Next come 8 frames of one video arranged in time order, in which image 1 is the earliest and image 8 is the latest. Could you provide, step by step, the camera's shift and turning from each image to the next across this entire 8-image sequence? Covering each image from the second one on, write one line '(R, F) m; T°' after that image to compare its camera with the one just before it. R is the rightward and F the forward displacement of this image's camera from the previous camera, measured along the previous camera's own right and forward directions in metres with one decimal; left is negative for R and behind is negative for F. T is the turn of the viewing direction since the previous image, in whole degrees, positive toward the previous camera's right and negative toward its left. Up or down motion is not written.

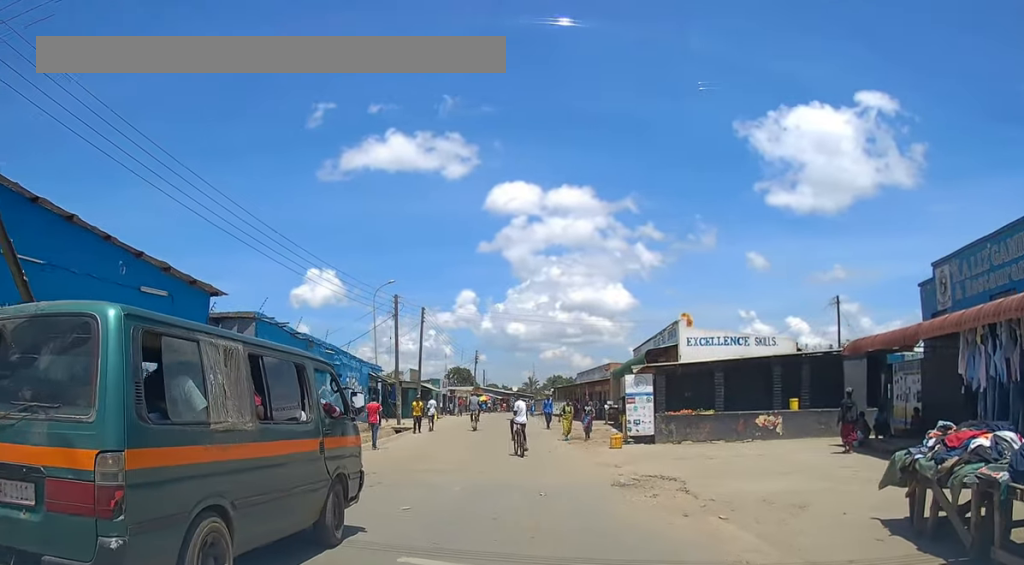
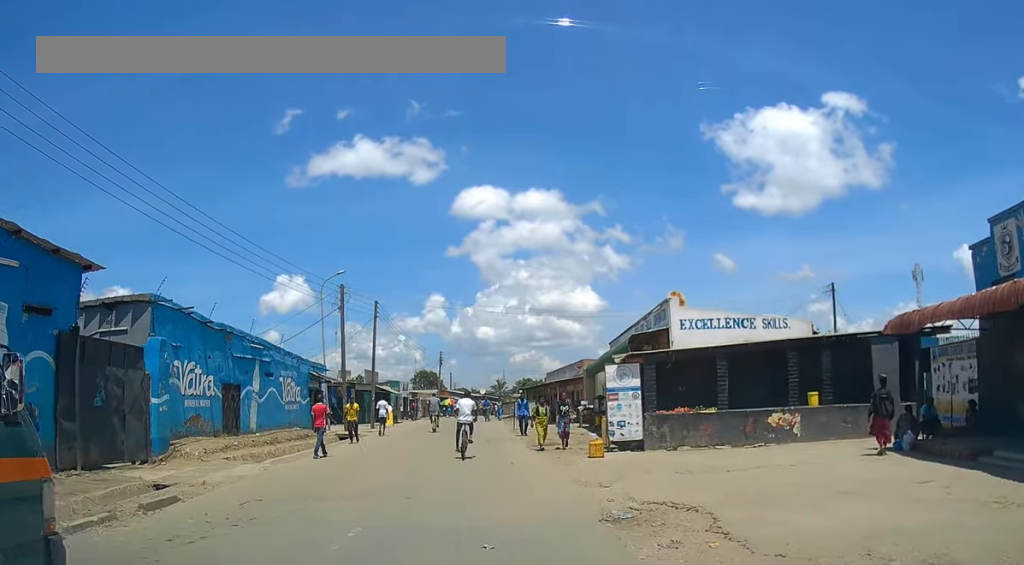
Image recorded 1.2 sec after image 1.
(+0.1, +4.3) m; +1°
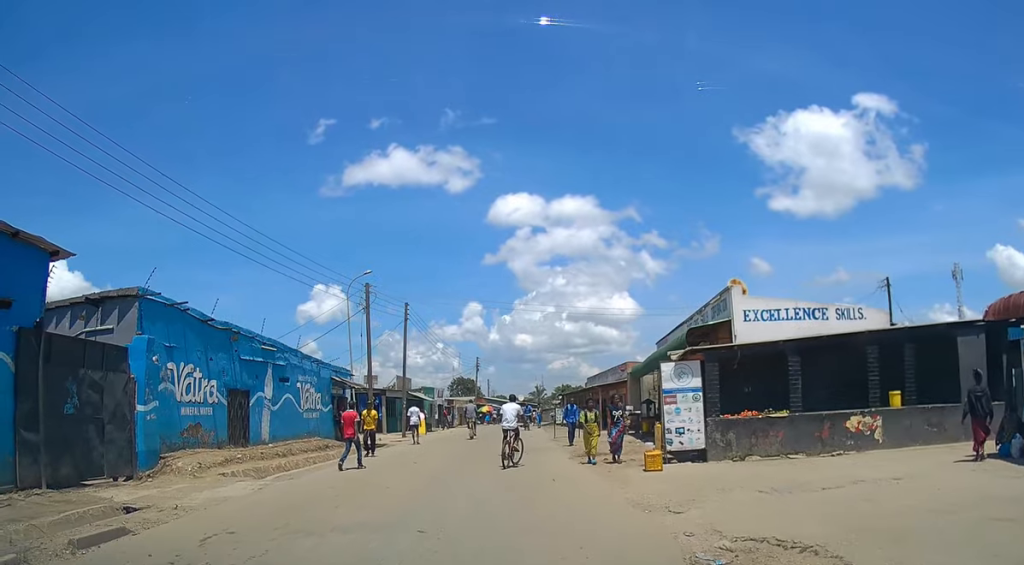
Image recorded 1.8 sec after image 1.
(+0.1, +2.3) m; -1°
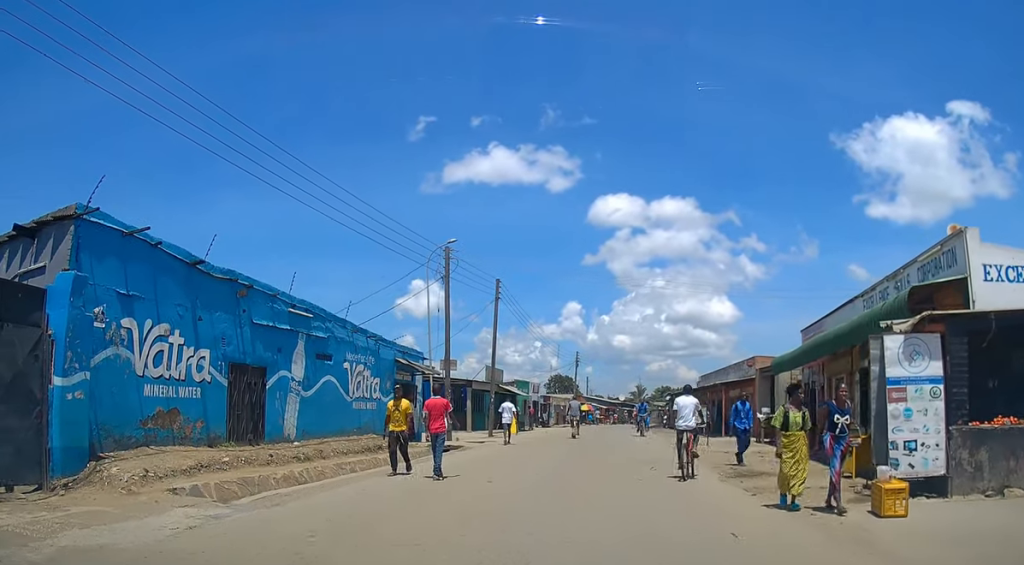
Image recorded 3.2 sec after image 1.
(-0.5, +6.1) m; -5°
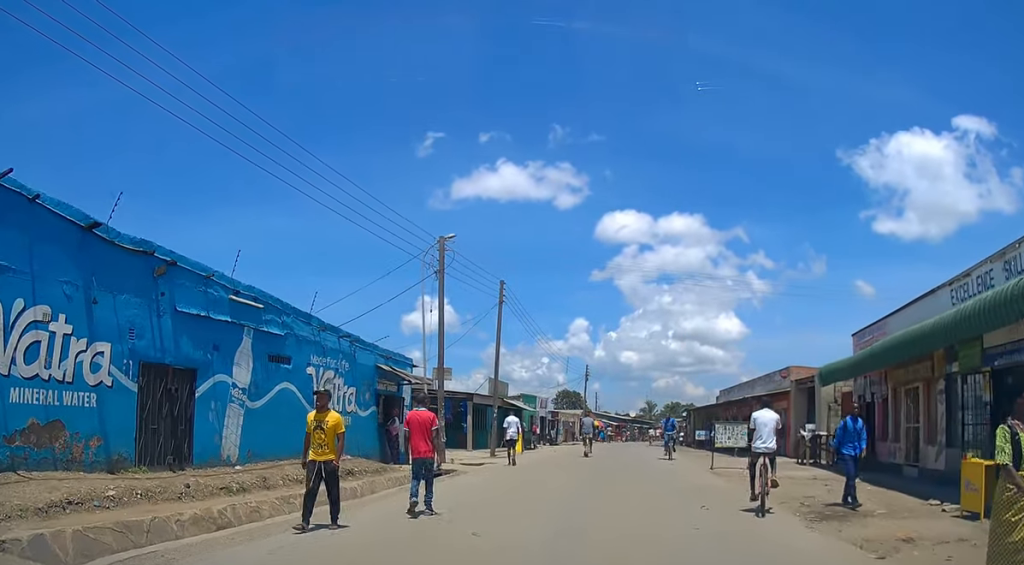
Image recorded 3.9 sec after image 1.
(-0.1, +3.7) m; 0°
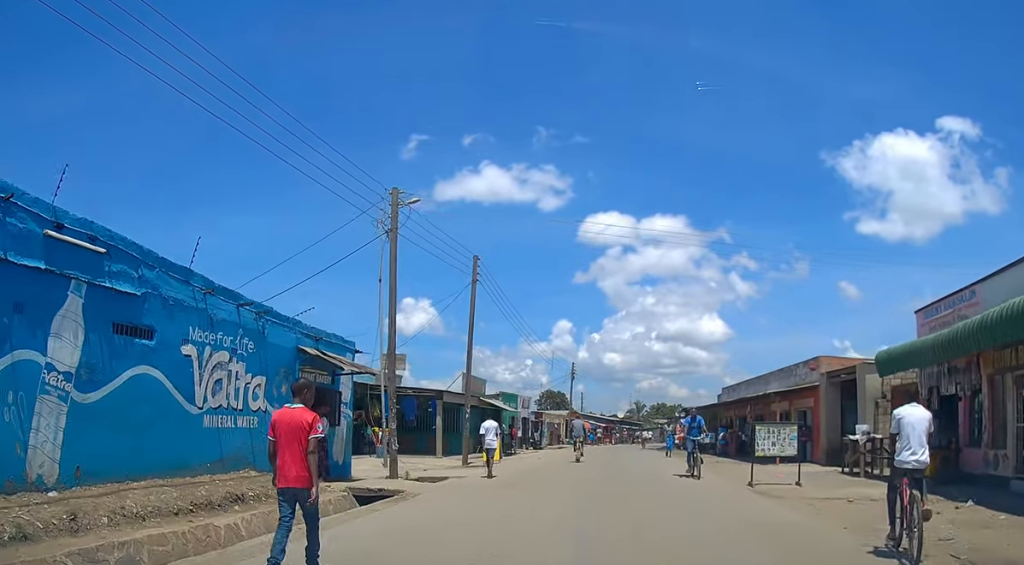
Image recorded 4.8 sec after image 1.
(+0.1, +5.1) m; -1°
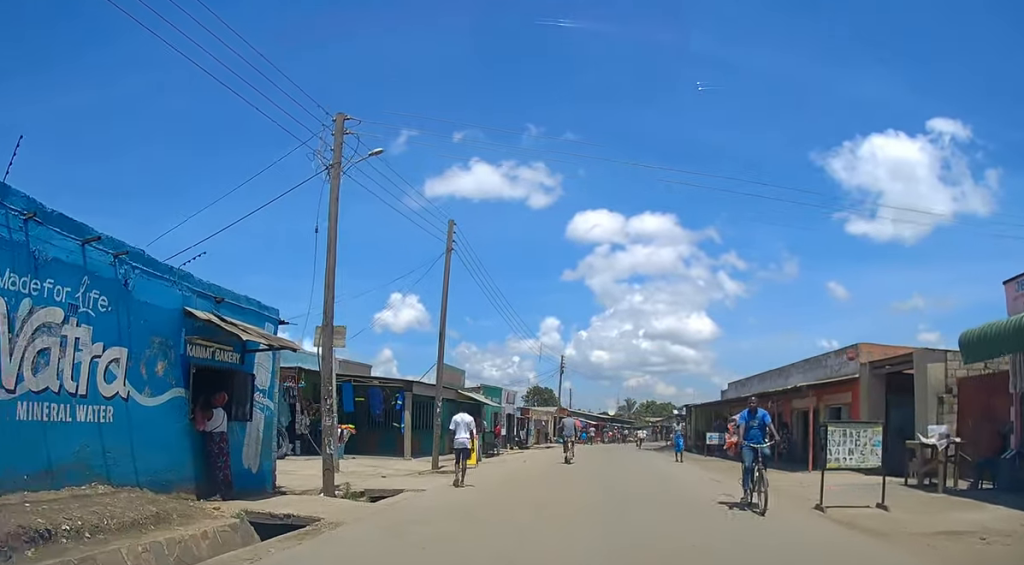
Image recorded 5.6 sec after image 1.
(-0.2, +4.5) m; +1°
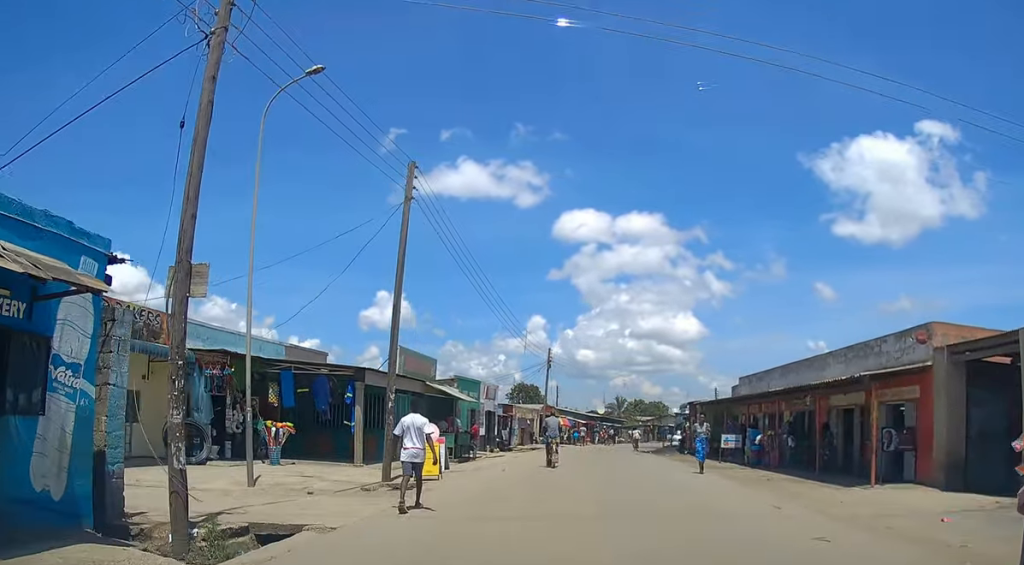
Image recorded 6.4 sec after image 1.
(+0.2, +5.2) m; +3°
